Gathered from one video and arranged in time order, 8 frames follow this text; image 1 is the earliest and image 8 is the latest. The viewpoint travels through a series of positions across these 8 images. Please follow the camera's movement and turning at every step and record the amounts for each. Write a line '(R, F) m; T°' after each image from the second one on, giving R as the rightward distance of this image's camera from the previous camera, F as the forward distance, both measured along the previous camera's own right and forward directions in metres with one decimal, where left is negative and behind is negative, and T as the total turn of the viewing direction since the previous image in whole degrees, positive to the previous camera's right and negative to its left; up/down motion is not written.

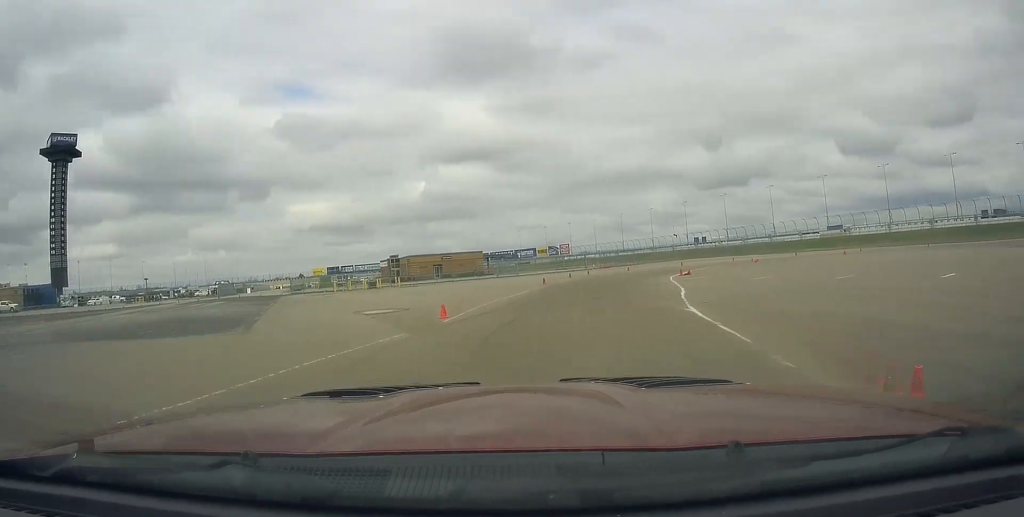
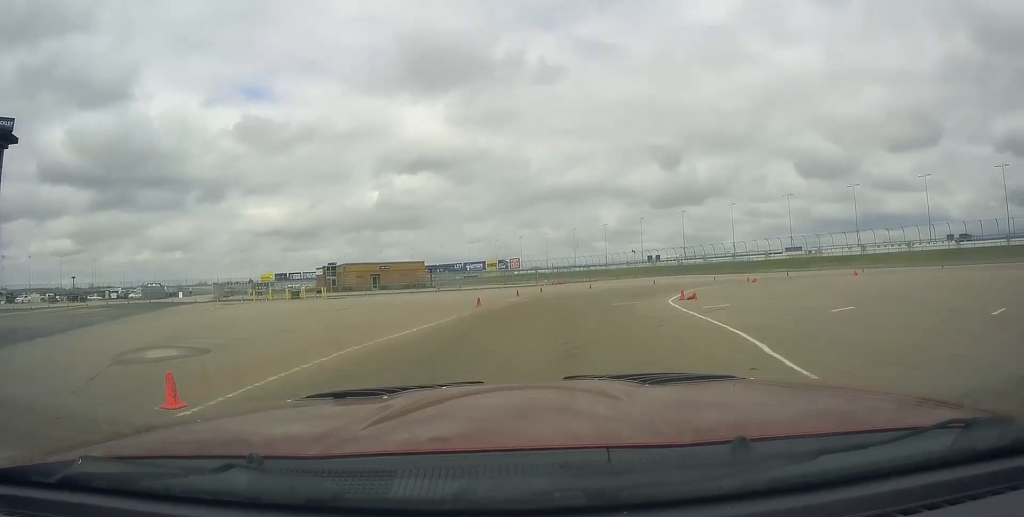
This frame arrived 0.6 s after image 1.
(-0.4, +8.0) m; -2°
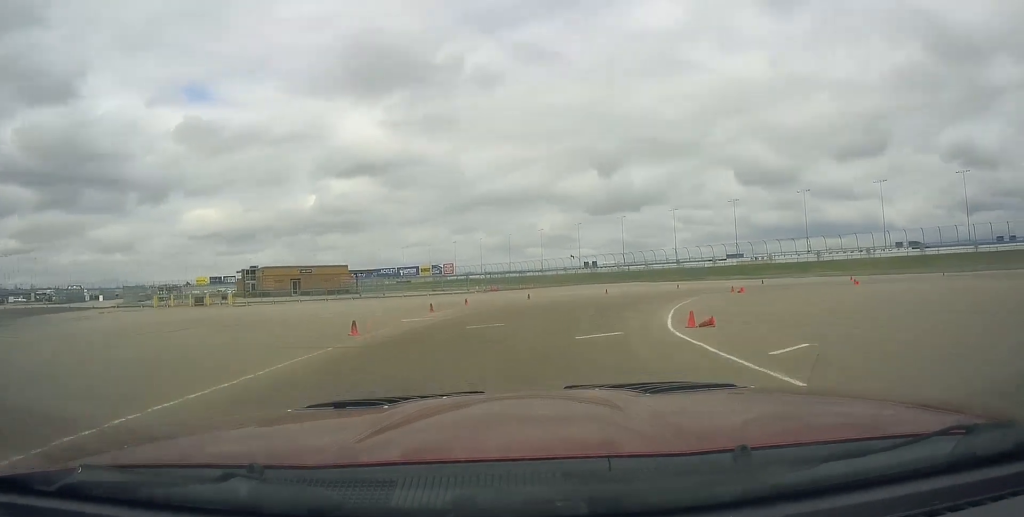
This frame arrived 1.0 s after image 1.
(+0.1, +7.2) m; +4°
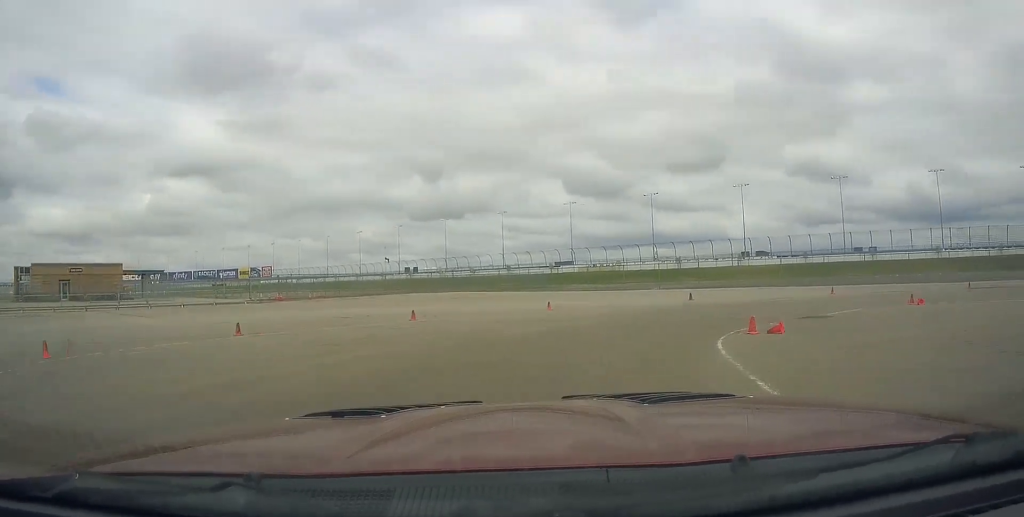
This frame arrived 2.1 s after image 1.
(+1.4, +16.2) m; +19°
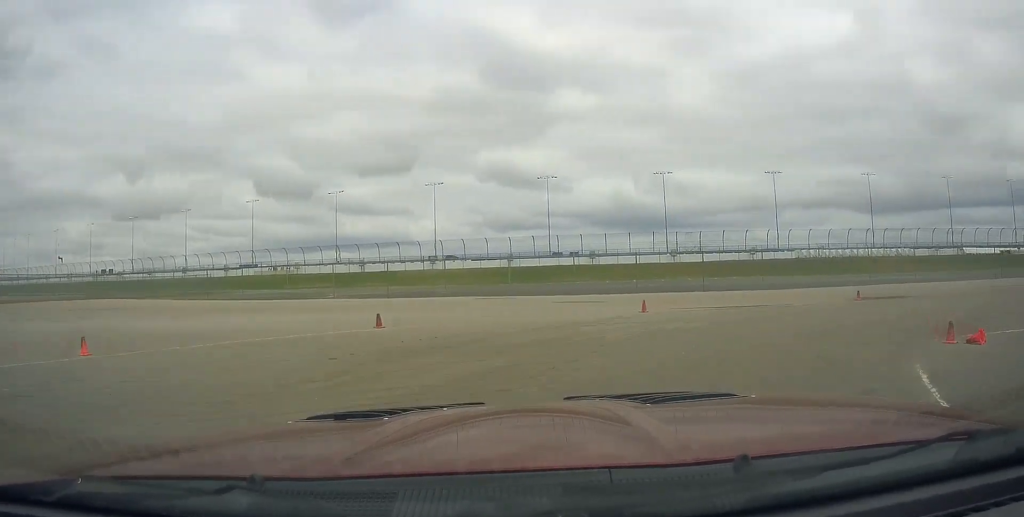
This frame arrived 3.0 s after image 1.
(+2.2, +10.8) m; +32°
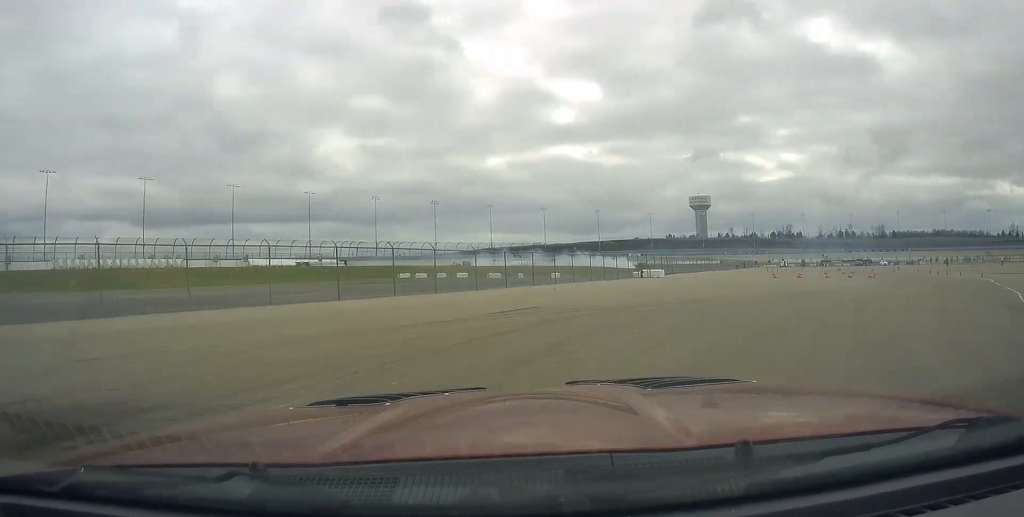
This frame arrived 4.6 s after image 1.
(+8.1, +12.0) m; +71°
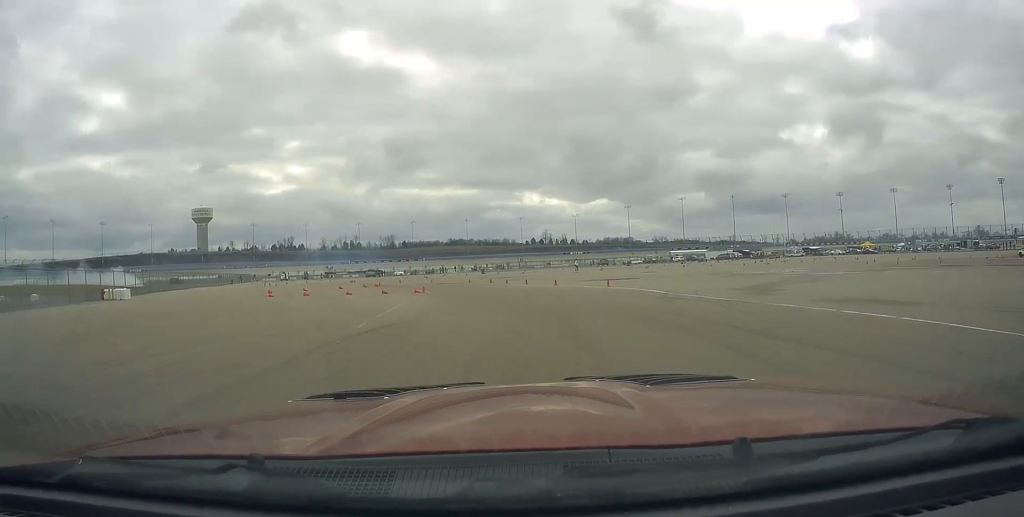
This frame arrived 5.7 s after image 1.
(+4.6, +12.6) m; +31°
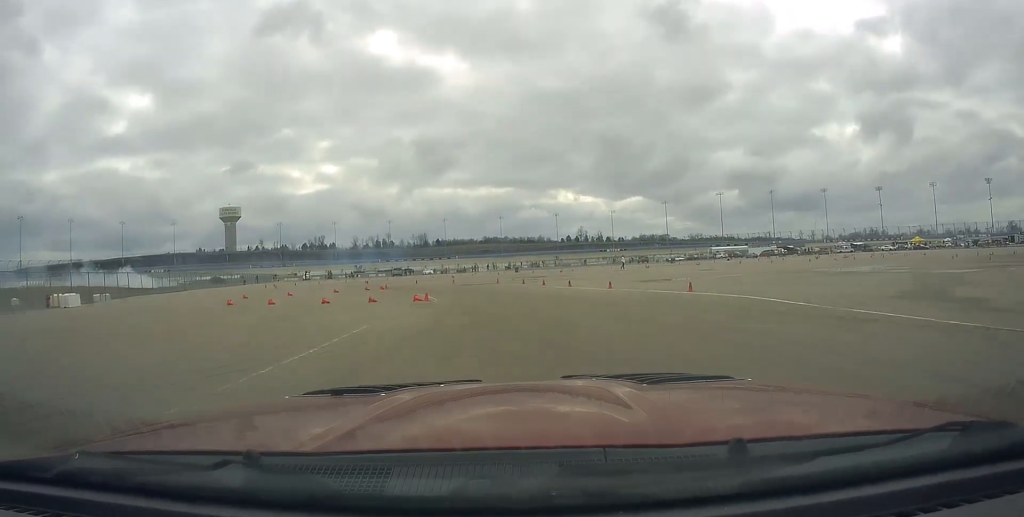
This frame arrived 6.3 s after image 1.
(+1.6, +8.3) m; +3°
